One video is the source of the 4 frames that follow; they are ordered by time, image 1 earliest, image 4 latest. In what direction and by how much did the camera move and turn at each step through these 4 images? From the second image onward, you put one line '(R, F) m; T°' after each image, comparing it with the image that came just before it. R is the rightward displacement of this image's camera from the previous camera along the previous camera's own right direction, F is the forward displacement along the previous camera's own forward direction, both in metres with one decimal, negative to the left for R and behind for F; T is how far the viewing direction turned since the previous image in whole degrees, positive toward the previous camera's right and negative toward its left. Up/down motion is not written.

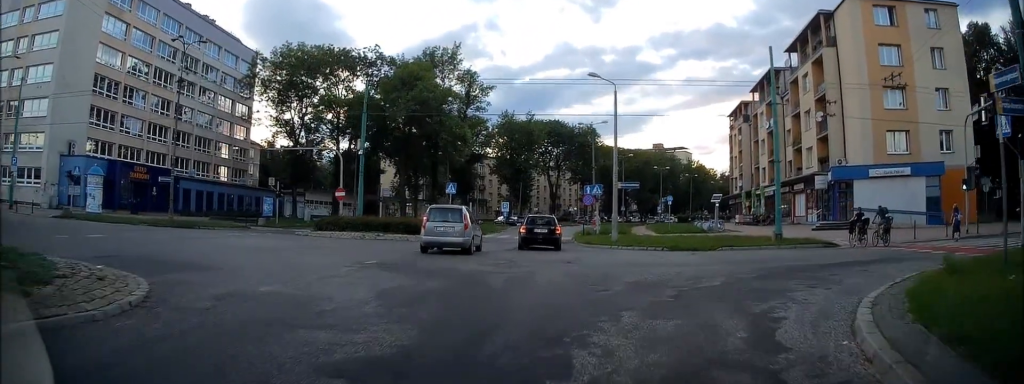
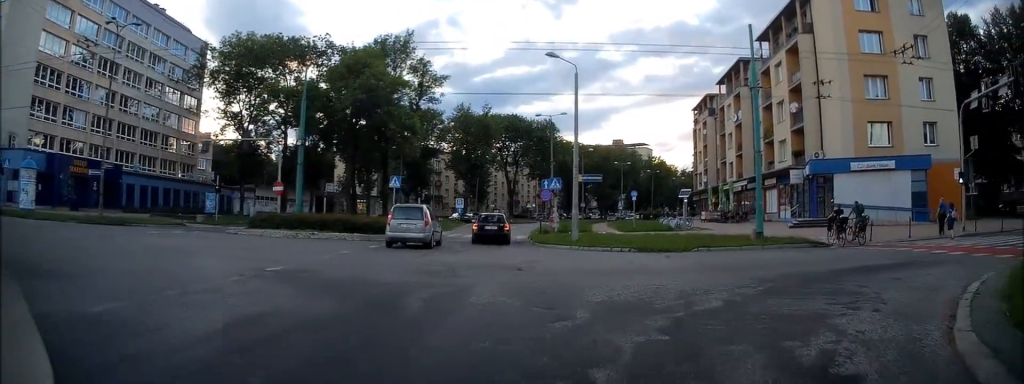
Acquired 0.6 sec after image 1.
(-0.2, +3.0) m; +7°
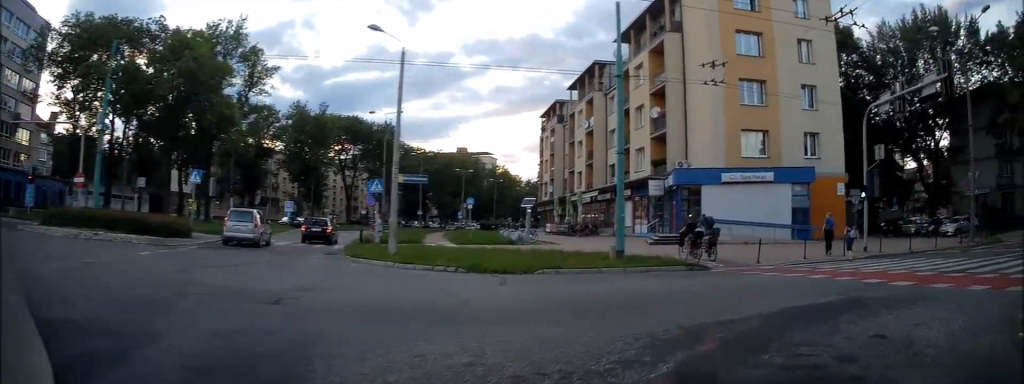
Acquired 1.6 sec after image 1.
(+0.7, +4.5) m; +14°
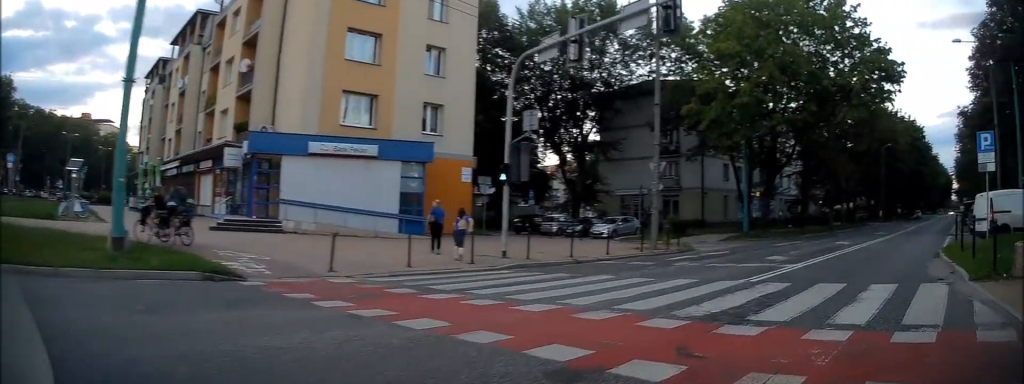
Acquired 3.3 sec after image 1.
(+2.1, +7.9) m; +35°
